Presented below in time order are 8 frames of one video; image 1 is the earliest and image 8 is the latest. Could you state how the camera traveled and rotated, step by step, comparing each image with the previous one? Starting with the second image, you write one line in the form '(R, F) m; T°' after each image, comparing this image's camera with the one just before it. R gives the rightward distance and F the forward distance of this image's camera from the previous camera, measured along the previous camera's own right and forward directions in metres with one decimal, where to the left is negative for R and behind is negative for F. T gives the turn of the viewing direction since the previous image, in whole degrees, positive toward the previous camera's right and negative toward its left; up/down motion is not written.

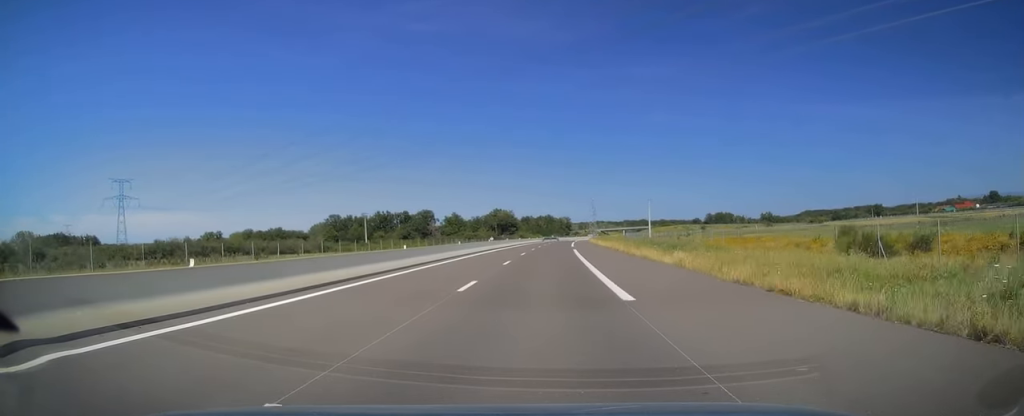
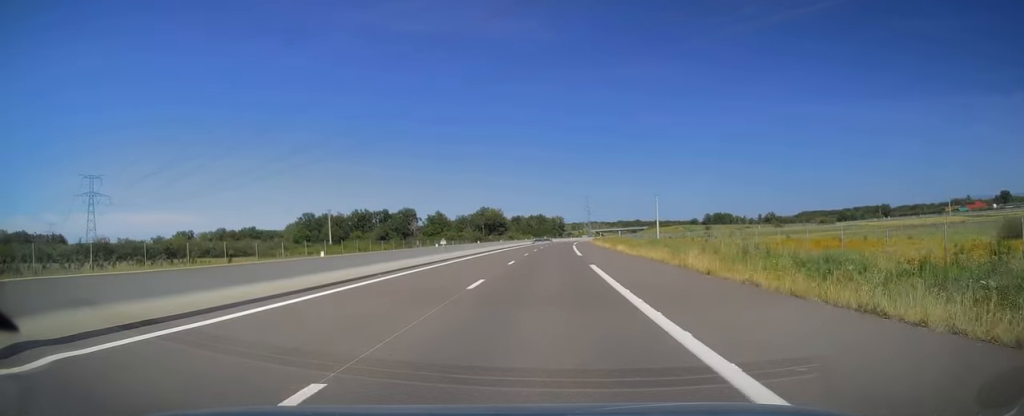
(+0.2, +25.2) m; +1°
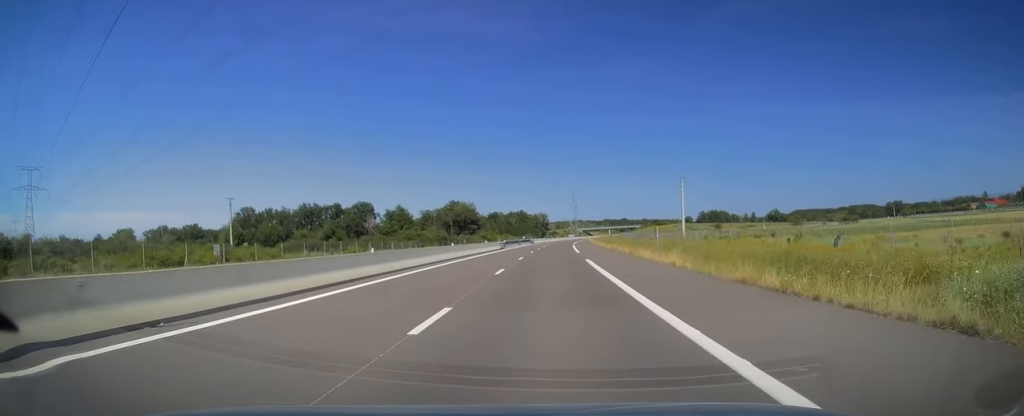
(+0.2, +46.0) m; +1°
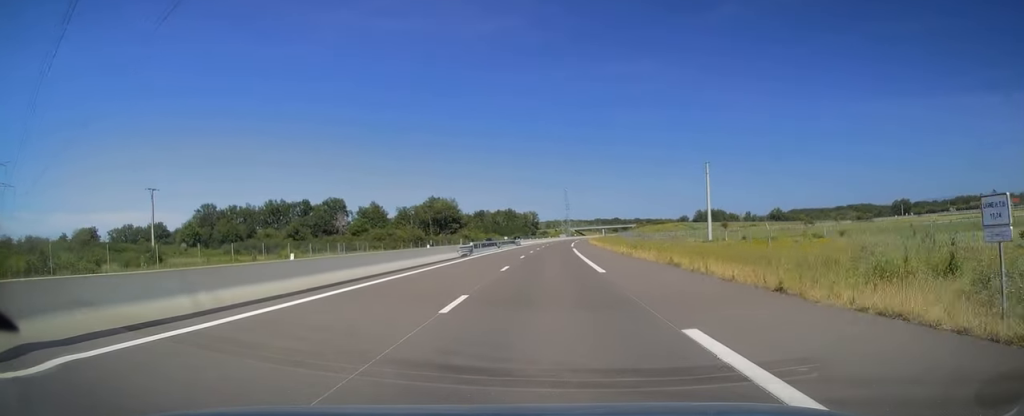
(+0.3, +23.8) m; +1°
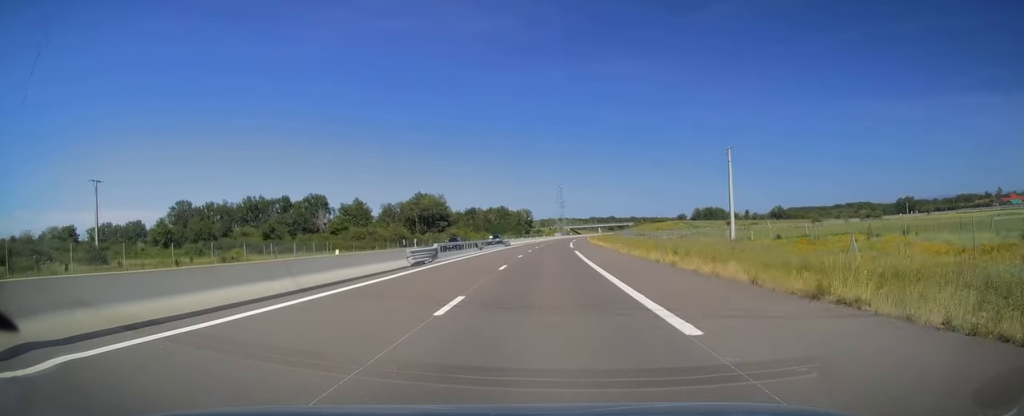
(+0.1, +13.4) m; 0°
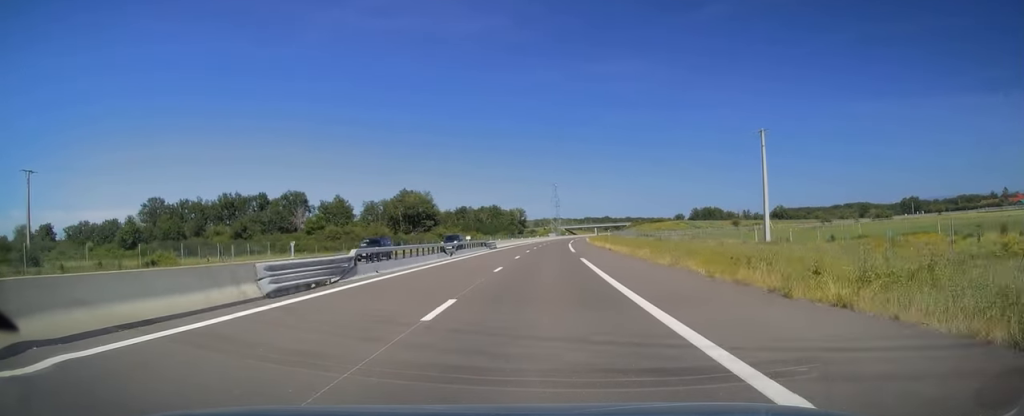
(0.0, +13.9) m; +1°
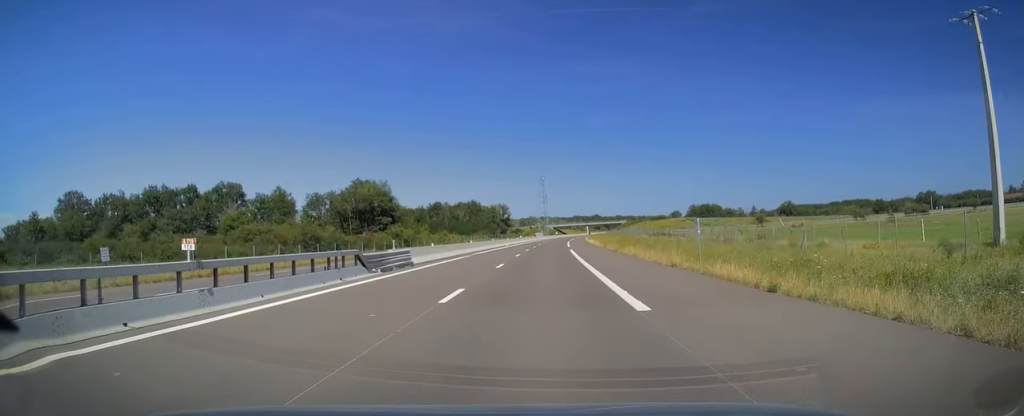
(+0.5, +36.3) m; +1°
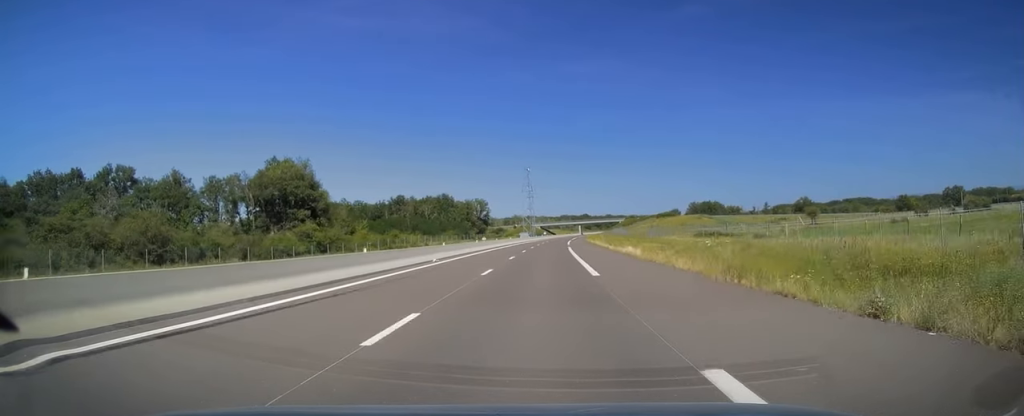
(+0.4, +43.7) m; +1°
